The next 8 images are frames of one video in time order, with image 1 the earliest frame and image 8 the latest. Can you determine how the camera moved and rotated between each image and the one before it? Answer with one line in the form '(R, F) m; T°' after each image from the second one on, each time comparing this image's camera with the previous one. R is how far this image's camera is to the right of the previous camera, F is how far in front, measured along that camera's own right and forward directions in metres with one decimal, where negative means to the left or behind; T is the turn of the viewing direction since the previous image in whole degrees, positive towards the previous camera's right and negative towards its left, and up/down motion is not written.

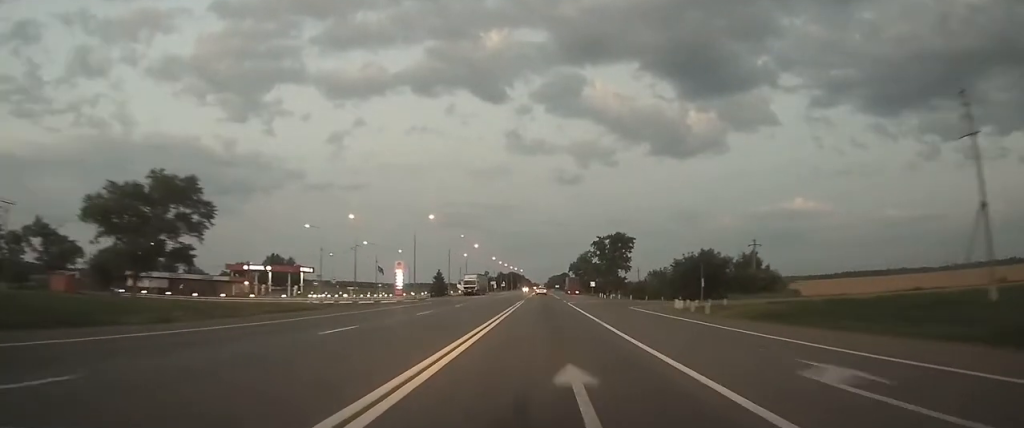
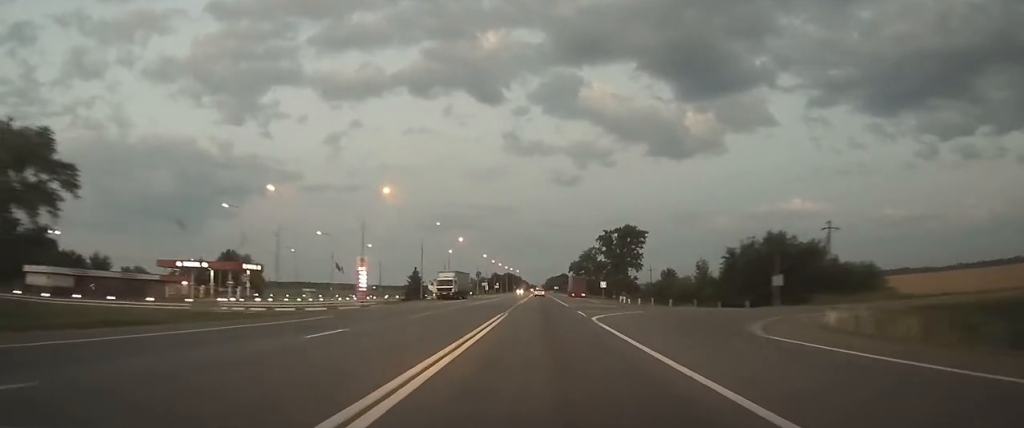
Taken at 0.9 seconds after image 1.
(0.0, +24.7) m; 0°
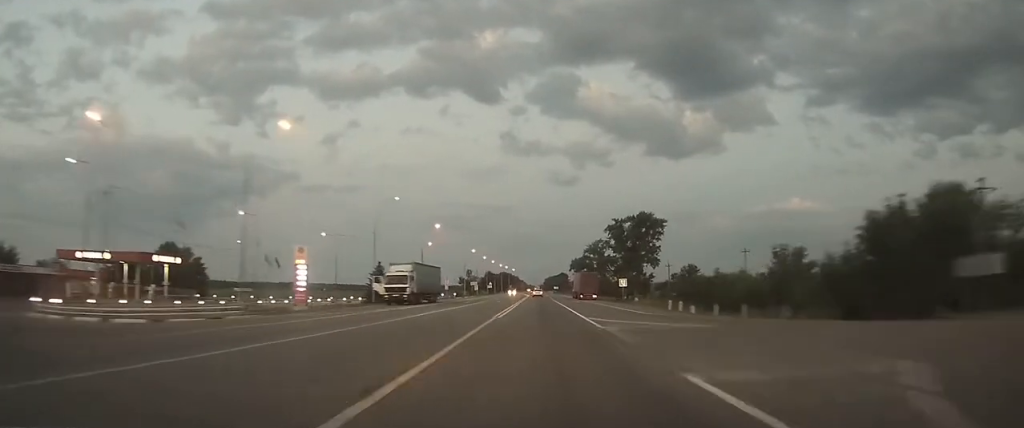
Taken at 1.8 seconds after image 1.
(0.0, +25.6) m; 0°
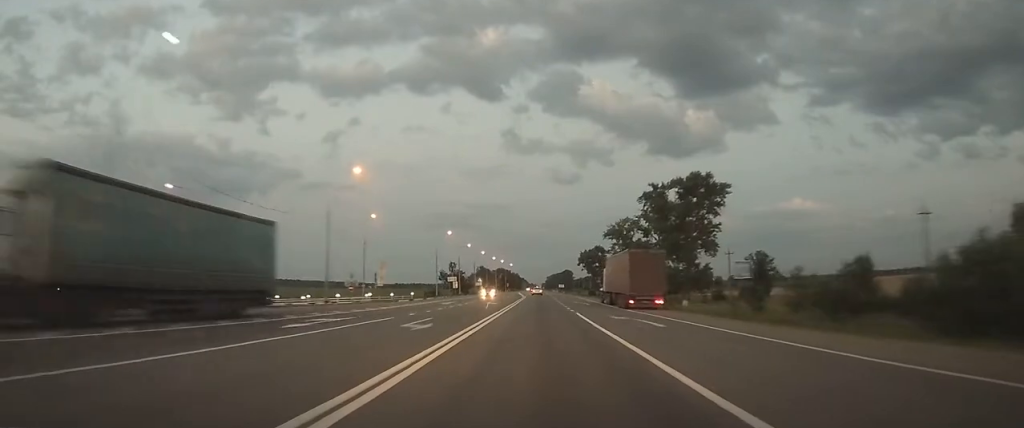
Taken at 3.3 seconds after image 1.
(-0.1, +43.9) m; 0°
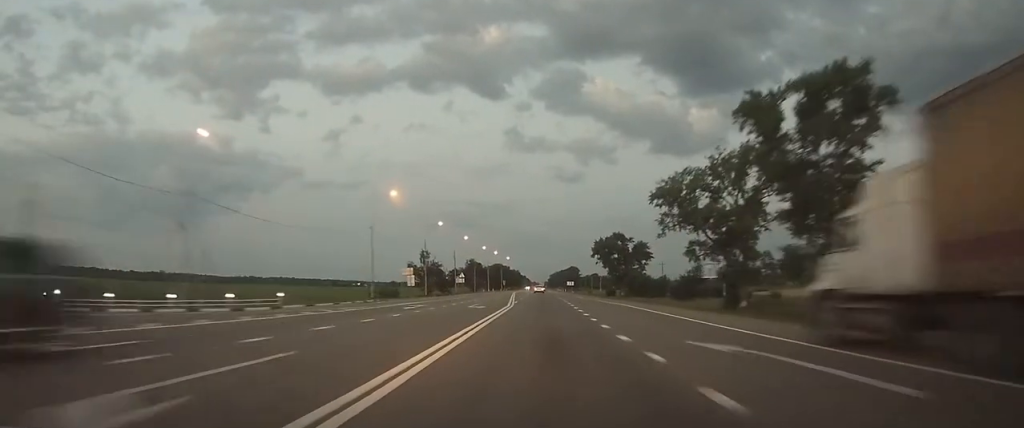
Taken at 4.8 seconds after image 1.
(-0.1, +44.2) m; 0°
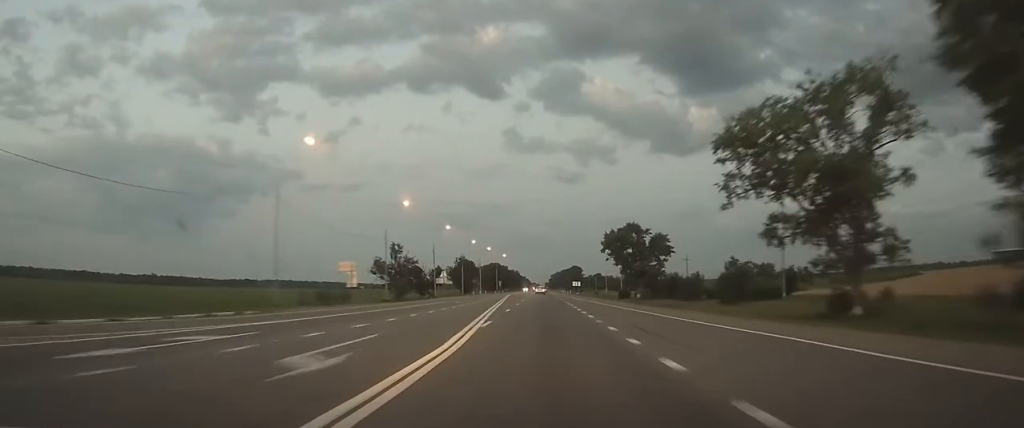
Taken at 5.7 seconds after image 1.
(0.0, +25.1) m; 0°
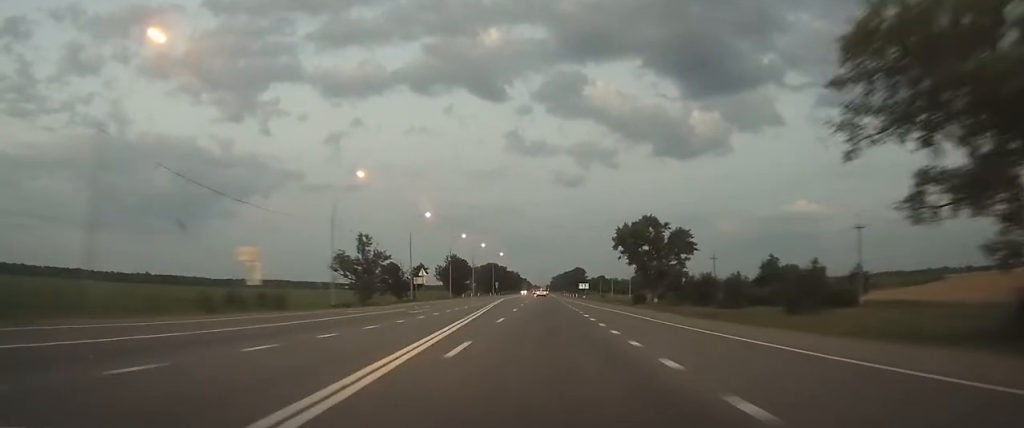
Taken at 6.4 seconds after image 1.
(0.0, +19.3) m; 0°
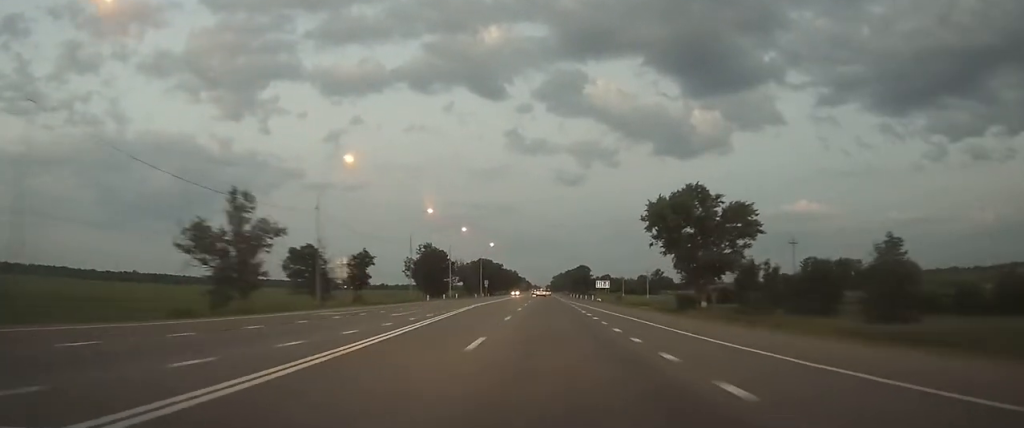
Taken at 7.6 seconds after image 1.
(-0.1, +34.9) m; 0°
